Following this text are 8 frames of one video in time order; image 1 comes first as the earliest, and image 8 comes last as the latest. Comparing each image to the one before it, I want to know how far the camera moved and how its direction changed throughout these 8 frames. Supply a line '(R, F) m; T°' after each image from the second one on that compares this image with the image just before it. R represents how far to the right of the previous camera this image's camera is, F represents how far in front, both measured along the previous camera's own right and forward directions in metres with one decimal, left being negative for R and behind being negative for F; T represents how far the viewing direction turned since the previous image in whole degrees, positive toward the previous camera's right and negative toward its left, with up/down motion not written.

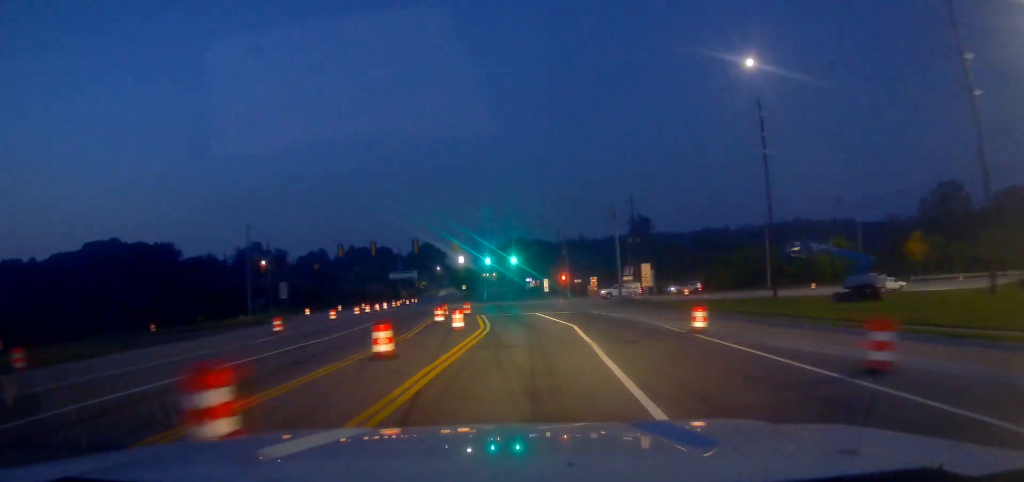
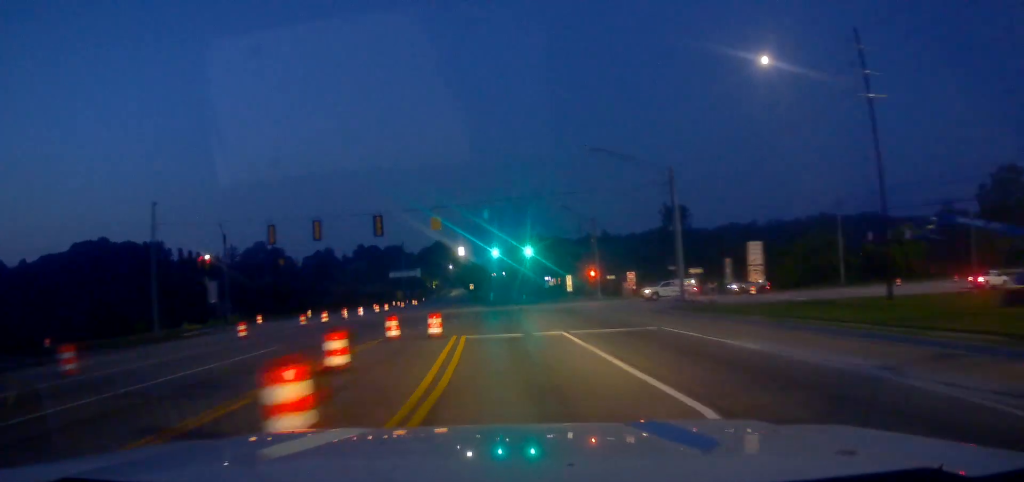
(-0.6, +18.2) m; -2°
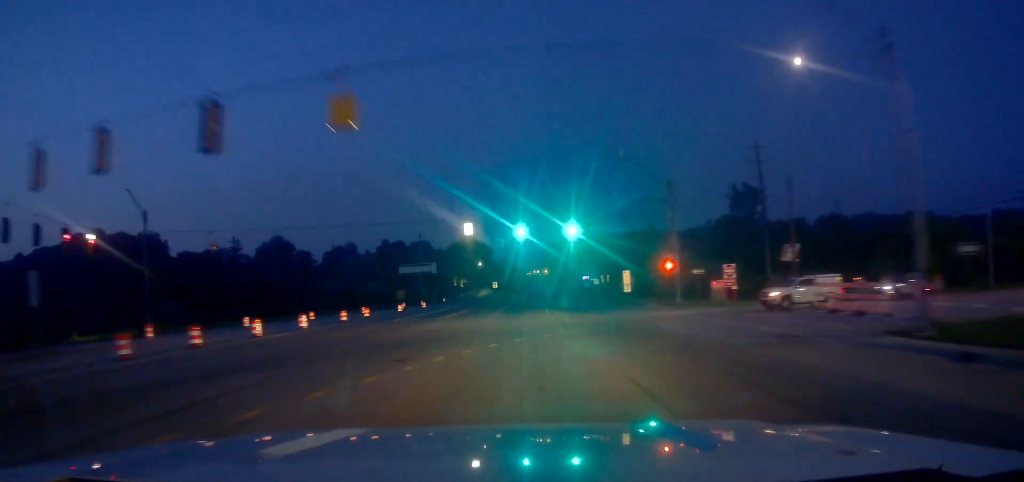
(-0.2, +22.9) m; 0°
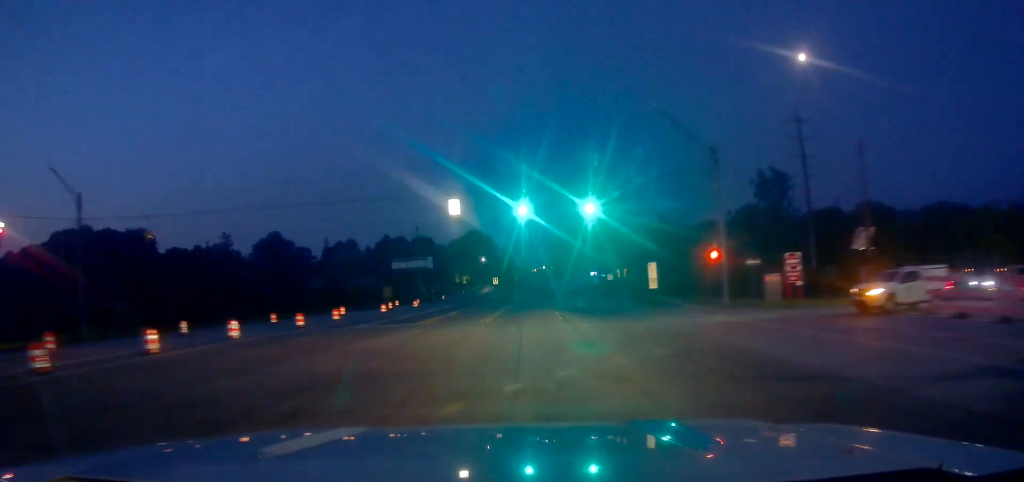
(0.0, +9.9) m; 0°
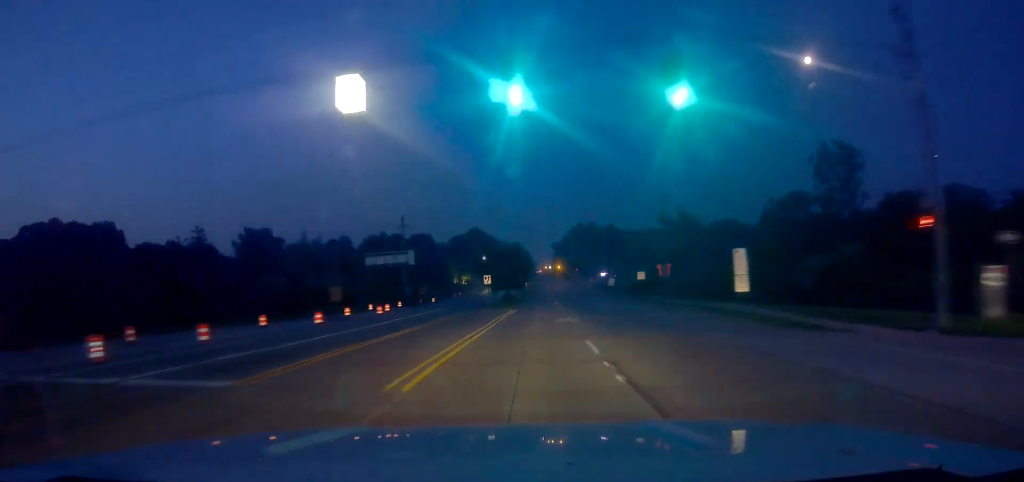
(-0.1, +19.2) m; -1°
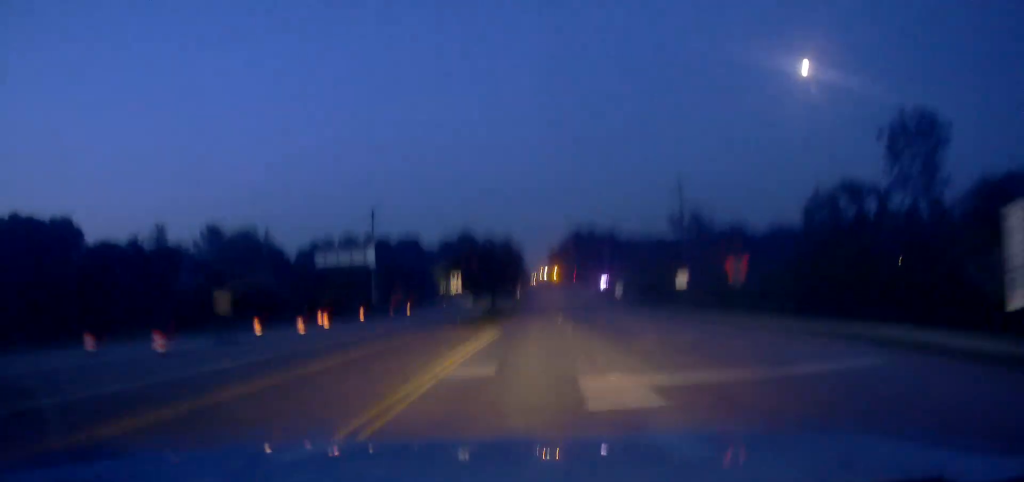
(-0.2, +18.0) m; 0°
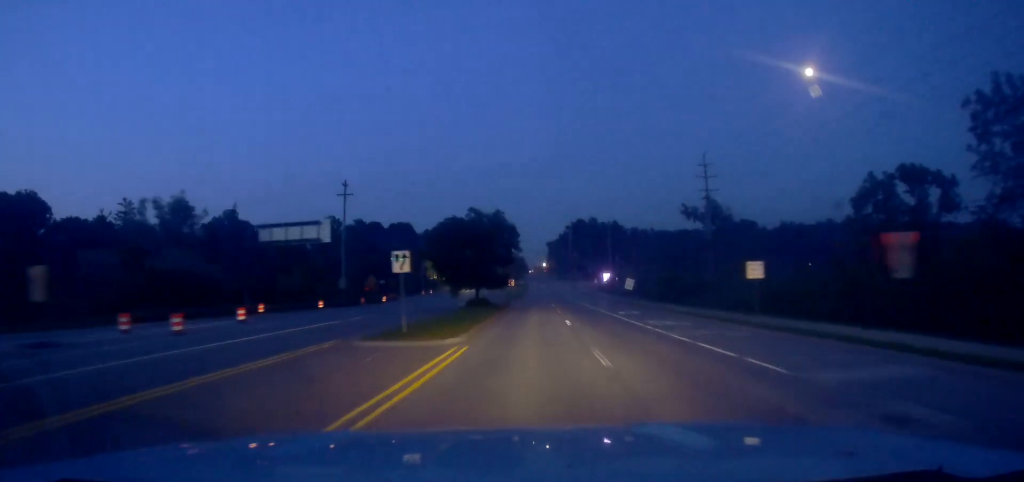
(+0.2, +14.1) m; +1°
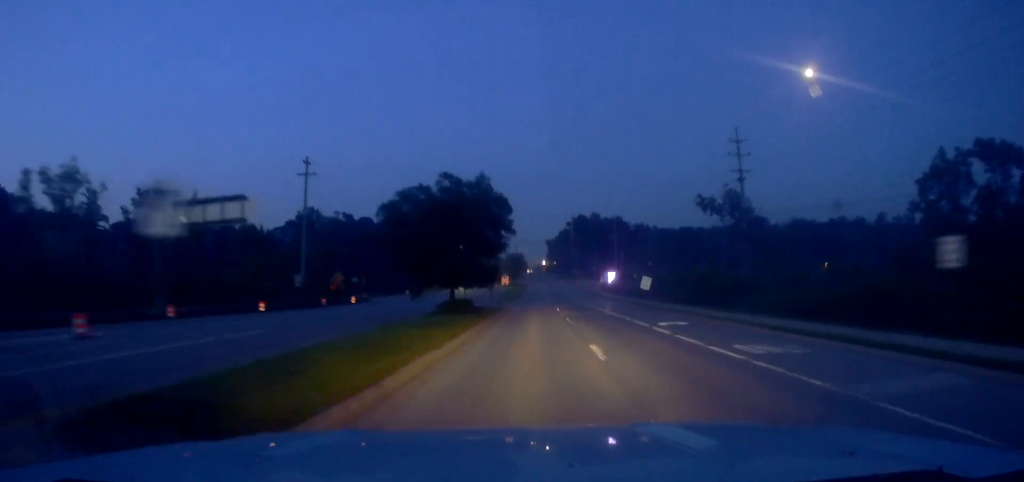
(0.0, +14.2) m; -1°
